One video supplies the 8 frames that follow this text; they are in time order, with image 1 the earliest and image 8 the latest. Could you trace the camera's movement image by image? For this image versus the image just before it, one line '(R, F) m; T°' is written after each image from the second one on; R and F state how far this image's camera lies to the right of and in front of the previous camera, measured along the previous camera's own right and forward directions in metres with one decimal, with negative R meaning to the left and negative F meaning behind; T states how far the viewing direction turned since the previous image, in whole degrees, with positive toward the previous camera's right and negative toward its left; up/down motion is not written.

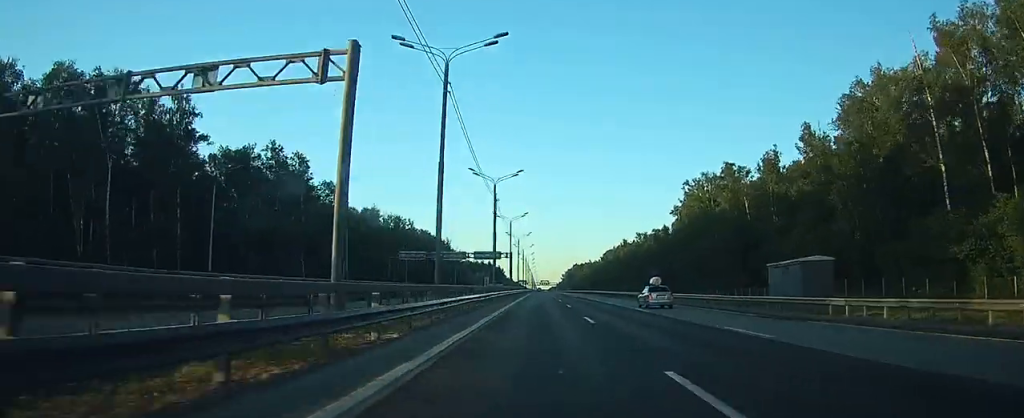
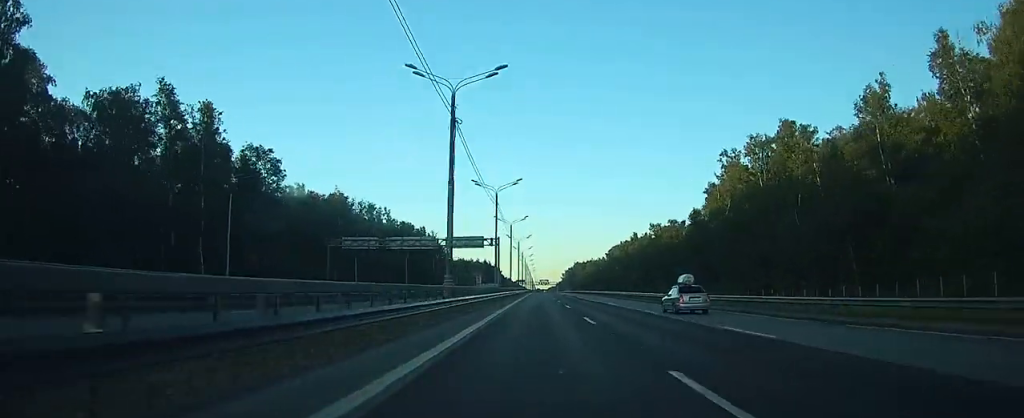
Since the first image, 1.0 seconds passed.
(+0.1, +31.9) m; 0°
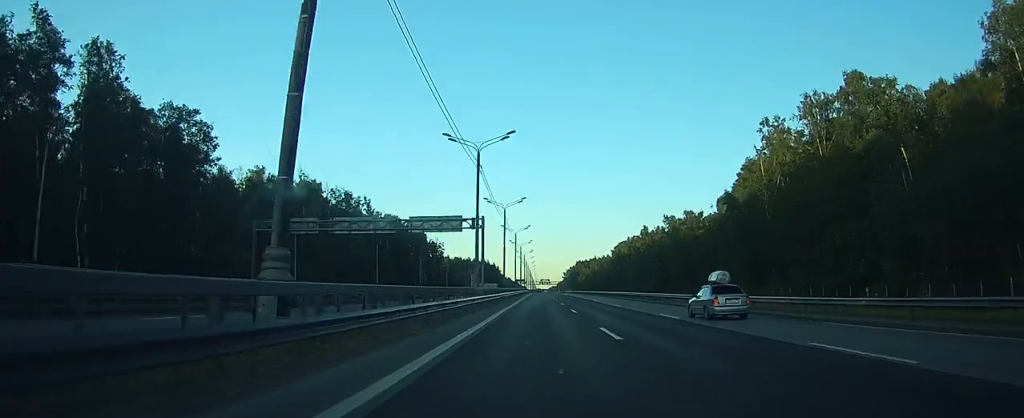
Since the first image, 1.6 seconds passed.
(0.0, +21.9) m; 0°
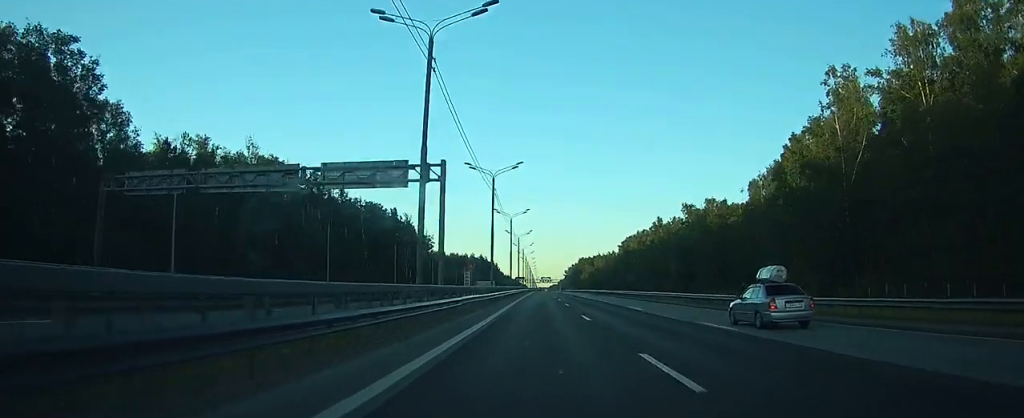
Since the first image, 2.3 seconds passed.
(0.0, +23.0) m; 0°
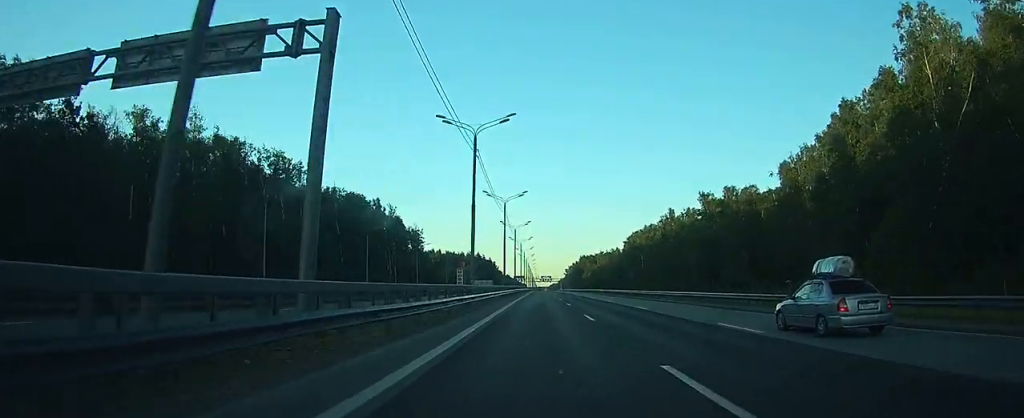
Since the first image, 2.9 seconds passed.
(0.0, +17.6) m; 0°
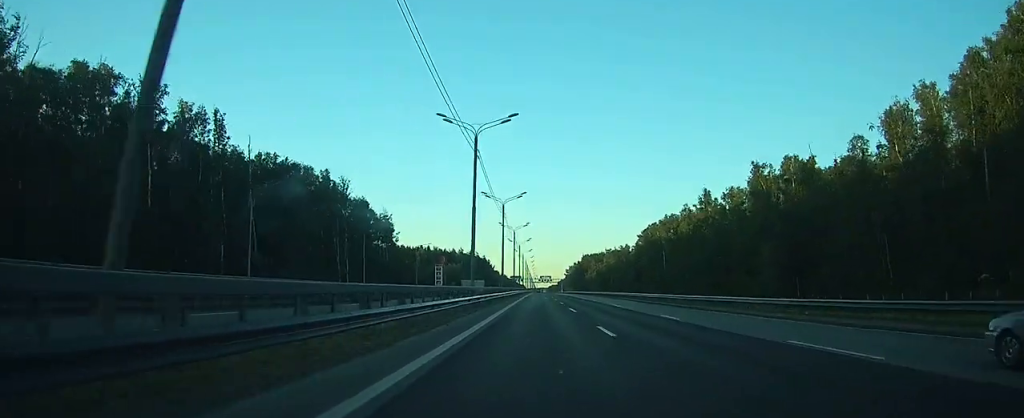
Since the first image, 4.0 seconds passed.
(+0.2, +37.4) m; 0°
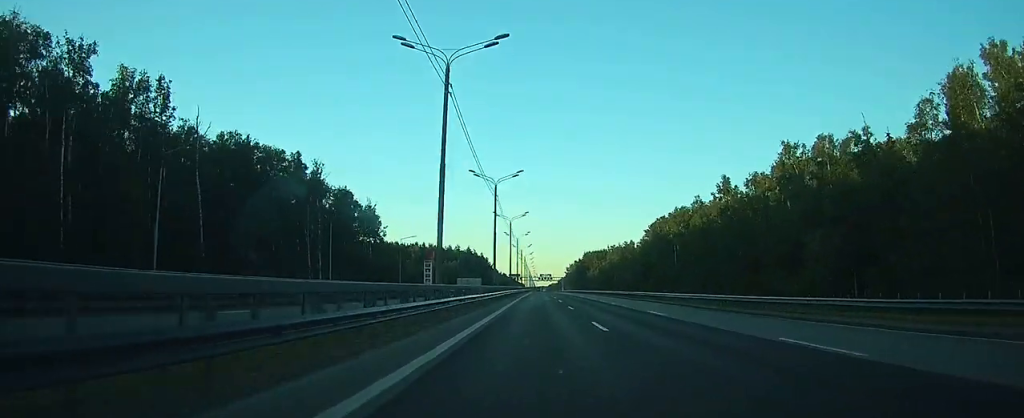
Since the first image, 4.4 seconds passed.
(0.0, +14.4) m; 0°
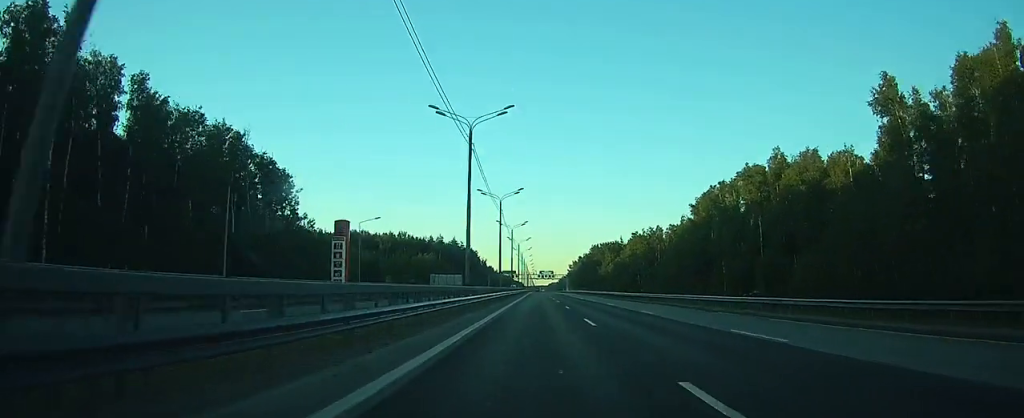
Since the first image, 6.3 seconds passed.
(+0.1, +61.2) m; 0°
